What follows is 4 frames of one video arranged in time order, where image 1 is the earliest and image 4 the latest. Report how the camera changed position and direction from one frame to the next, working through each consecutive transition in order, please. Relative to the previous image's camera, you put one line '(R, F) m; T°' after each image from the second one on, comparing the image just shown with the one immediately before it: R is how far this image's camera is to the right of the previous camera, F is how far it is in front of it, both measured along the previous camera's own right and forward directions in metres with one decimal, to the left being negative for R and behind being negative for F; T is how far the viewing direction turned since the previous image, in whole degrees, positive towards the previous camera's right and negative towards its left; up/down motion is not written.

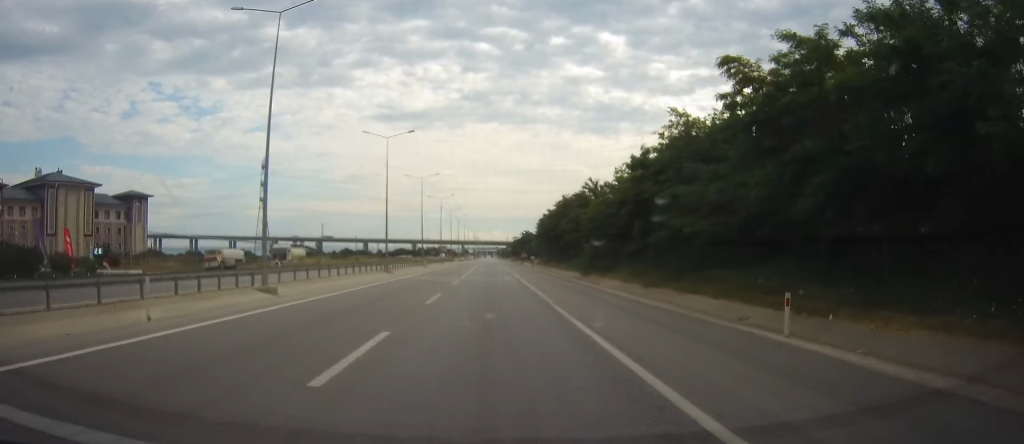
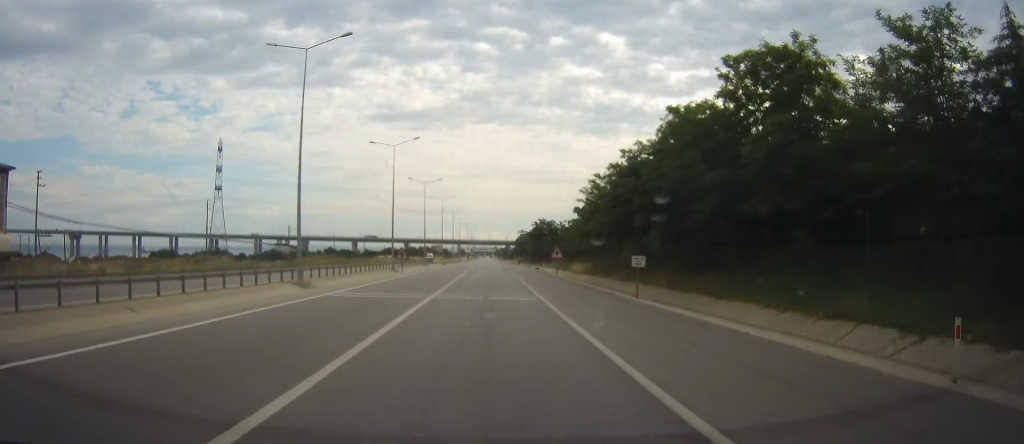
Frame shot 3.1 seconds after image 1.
(-0.8, +64.5) m; -1°
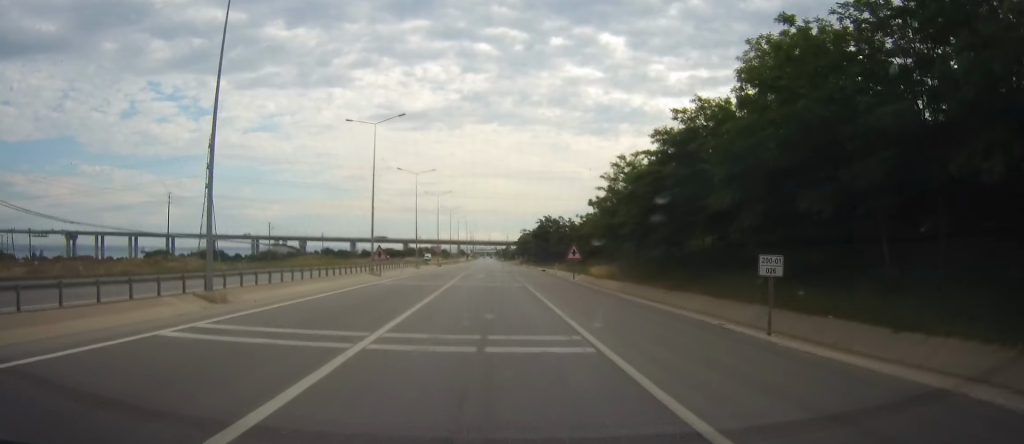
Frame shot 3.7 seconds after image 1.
(+0.1, +11.8) m; 0°
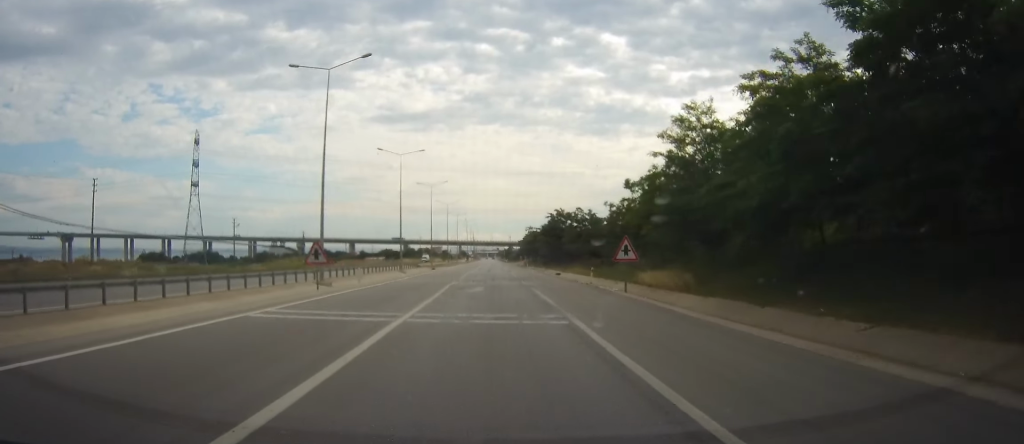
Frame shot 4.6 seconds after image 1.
(-0.4, +18.2) m; 0°
